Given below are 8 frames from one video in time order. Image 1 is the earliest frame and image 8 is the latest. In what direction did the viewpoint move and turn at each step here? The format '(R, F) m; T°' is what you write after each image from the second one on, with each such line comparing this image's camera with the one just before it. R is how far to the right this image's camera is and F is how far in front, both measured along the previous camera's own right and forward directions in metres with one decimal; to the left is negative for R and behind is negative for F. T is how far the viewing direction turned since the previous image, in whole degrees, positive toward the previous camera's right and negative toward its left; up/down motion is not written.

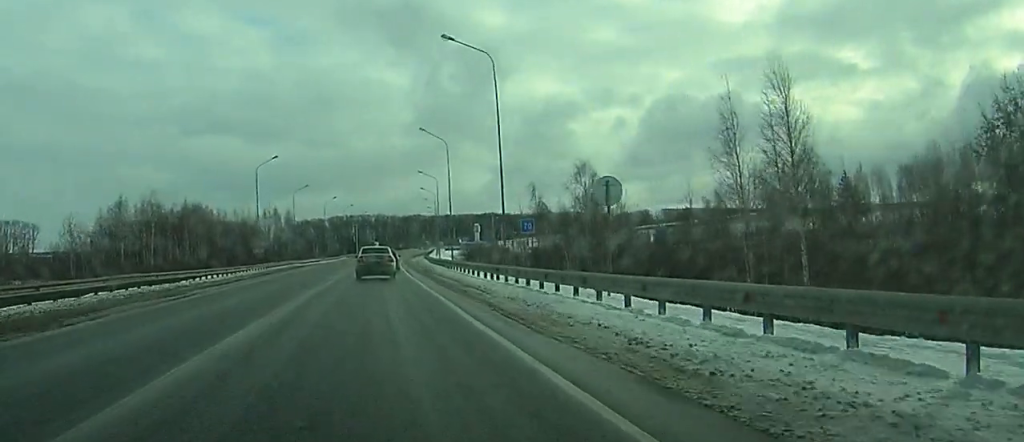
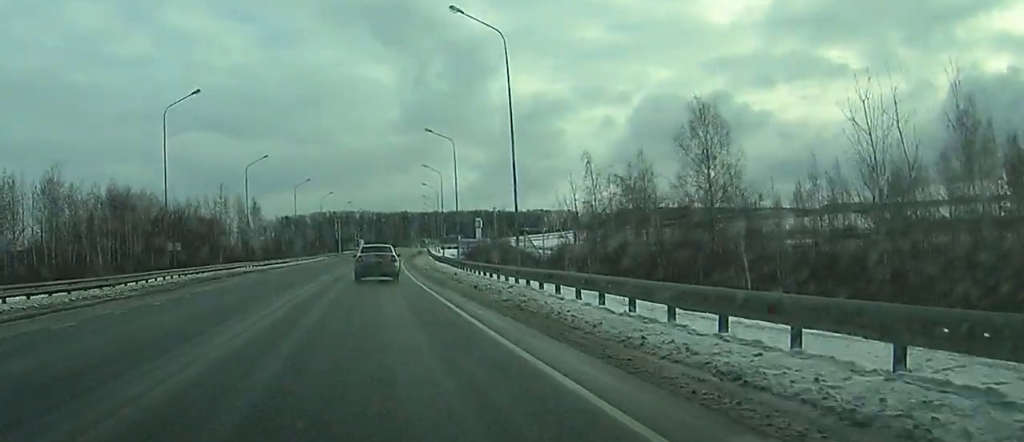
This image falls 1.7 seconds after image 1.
(+0.1, +38.1) m; +1°
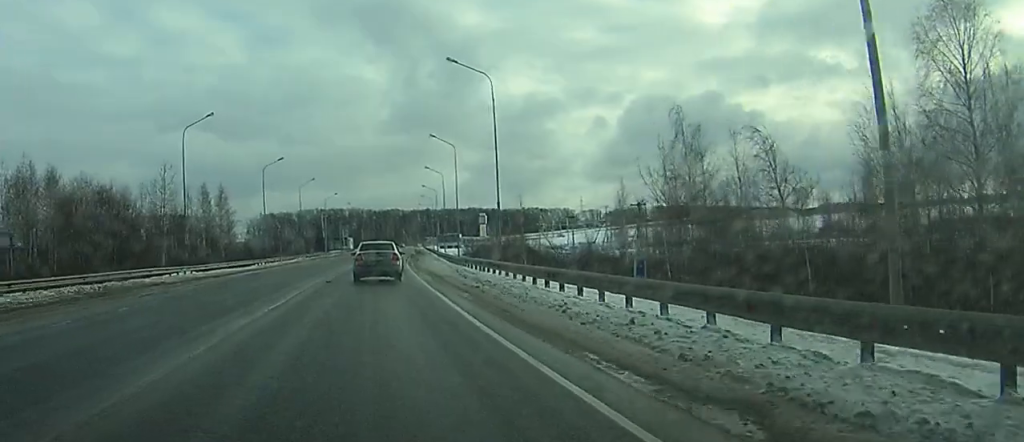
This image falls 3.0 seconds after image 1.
(+0.3, +28.4) m; +1°
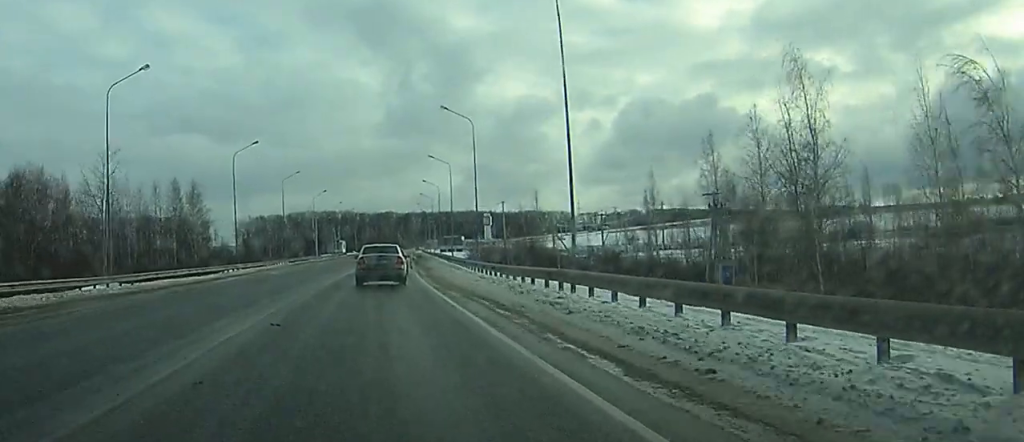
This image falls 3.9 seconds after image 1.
(0.0, +18.4) m; 0°
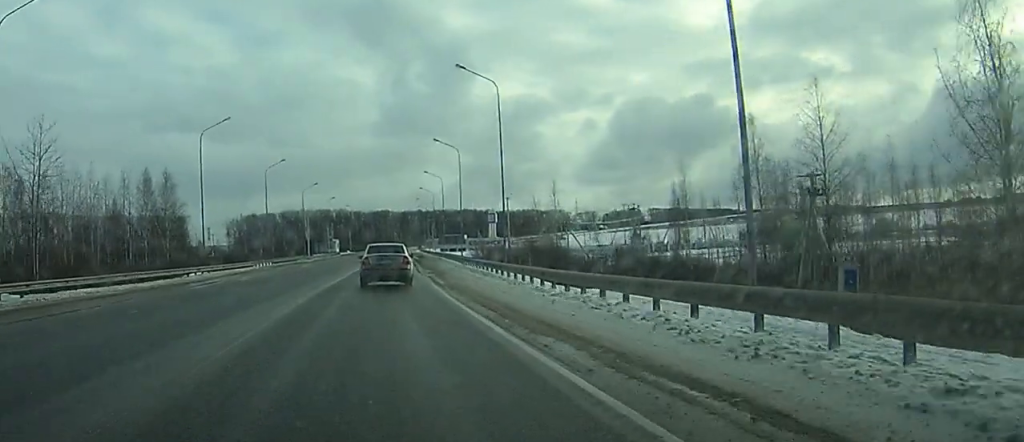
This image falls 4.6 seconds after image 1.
(0.0, +14.5) m; 0°
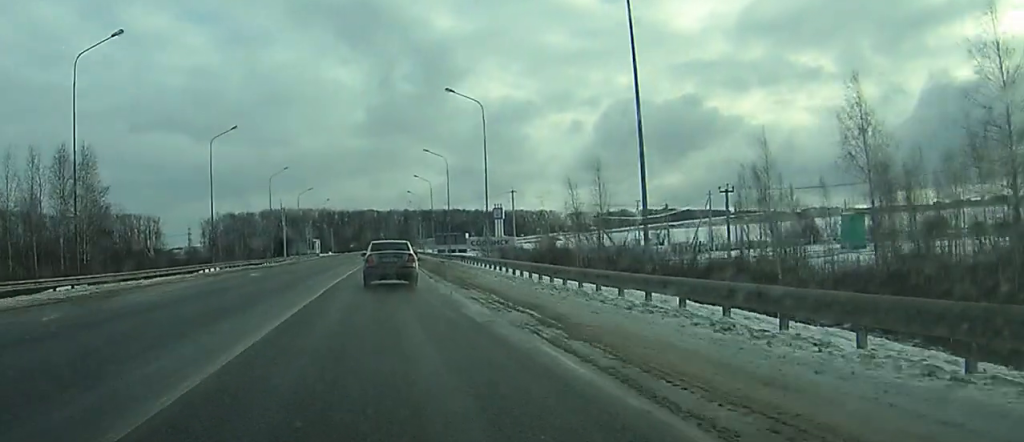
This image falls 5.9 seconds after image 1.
(+0.1, +27.5) m; 0°
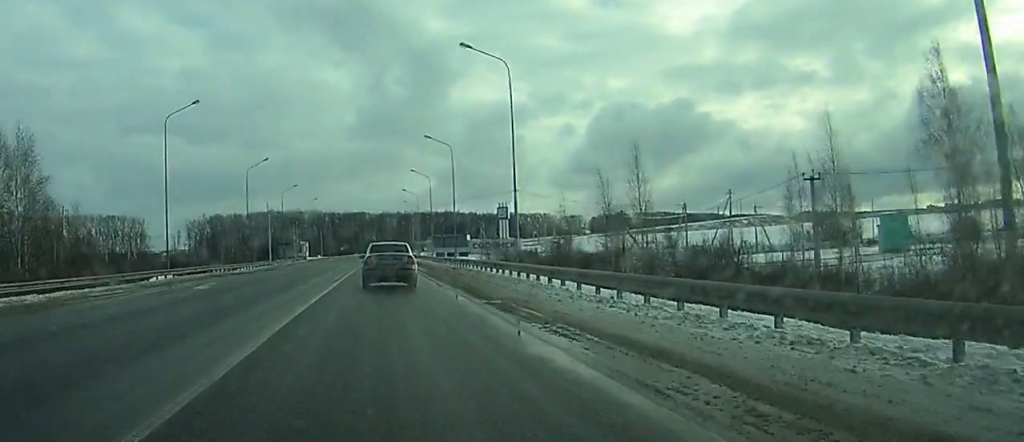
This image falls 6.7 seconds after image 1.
(+0.1, +14.2) m; +1°
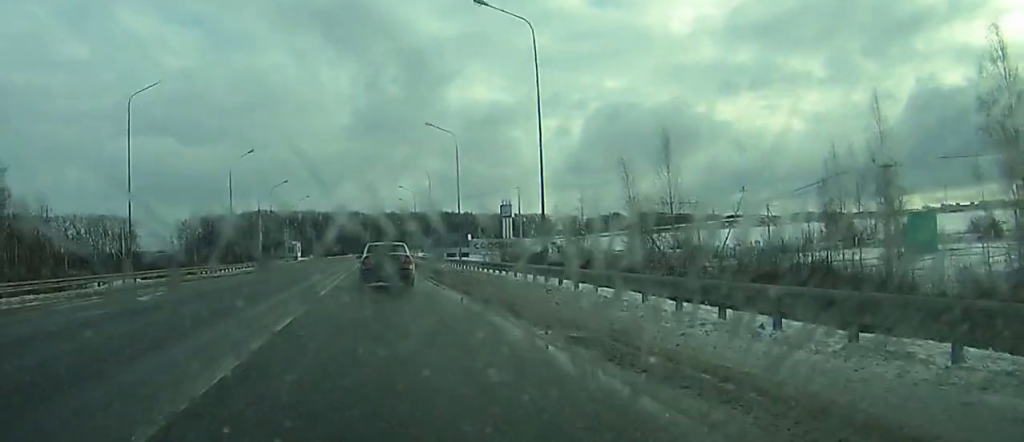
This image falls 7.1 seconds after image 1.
(0.0, +8.3) m; 0°
